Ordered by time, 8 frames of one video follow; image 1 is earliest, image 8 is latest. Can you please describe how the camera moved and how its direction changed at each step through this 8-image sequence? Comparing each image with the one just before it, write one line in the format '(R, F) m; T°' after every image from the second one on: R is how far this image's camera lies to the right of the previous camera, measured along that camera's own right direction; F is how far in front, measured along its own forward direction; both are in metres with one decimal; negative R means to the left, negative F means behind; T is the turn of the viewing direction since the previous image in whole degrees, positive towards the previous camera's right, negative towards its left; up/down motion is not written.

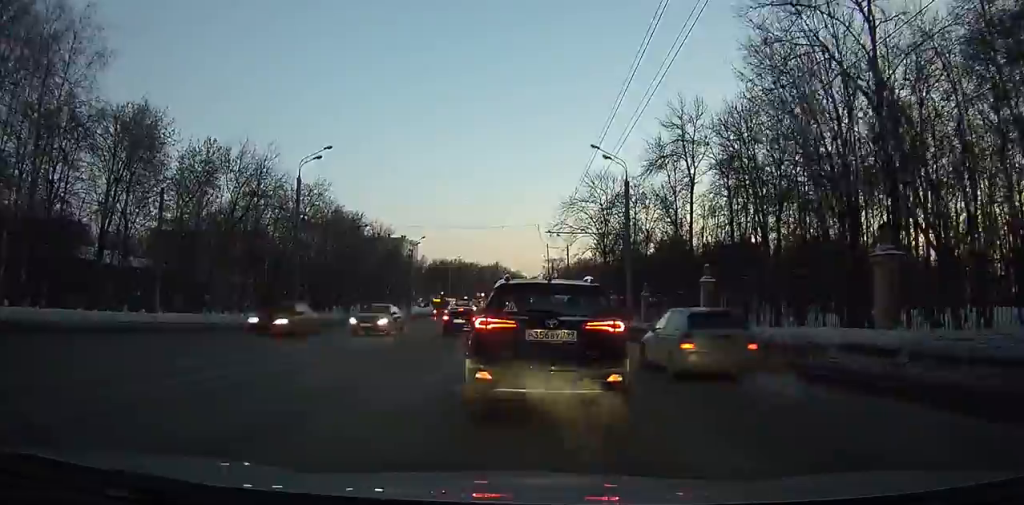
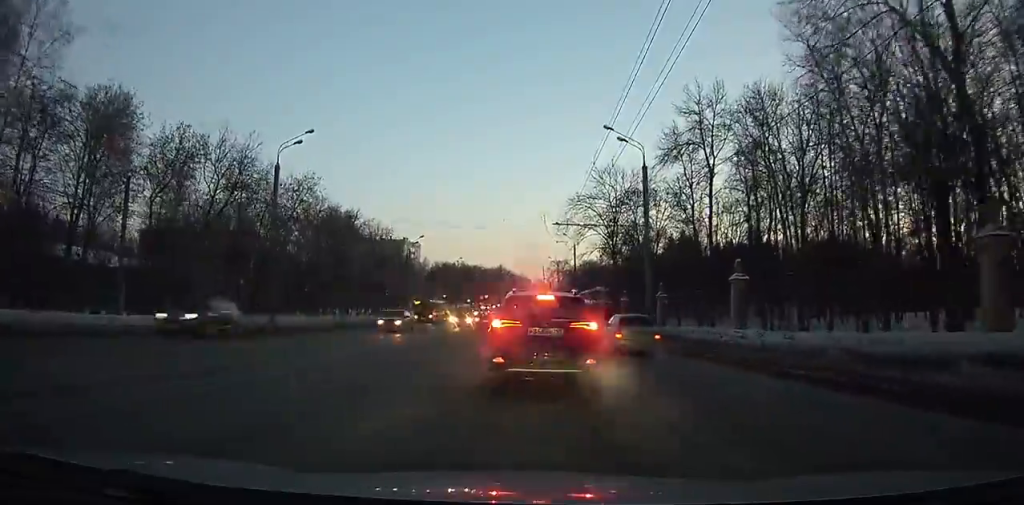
(0.0, +5.3) m; +1°
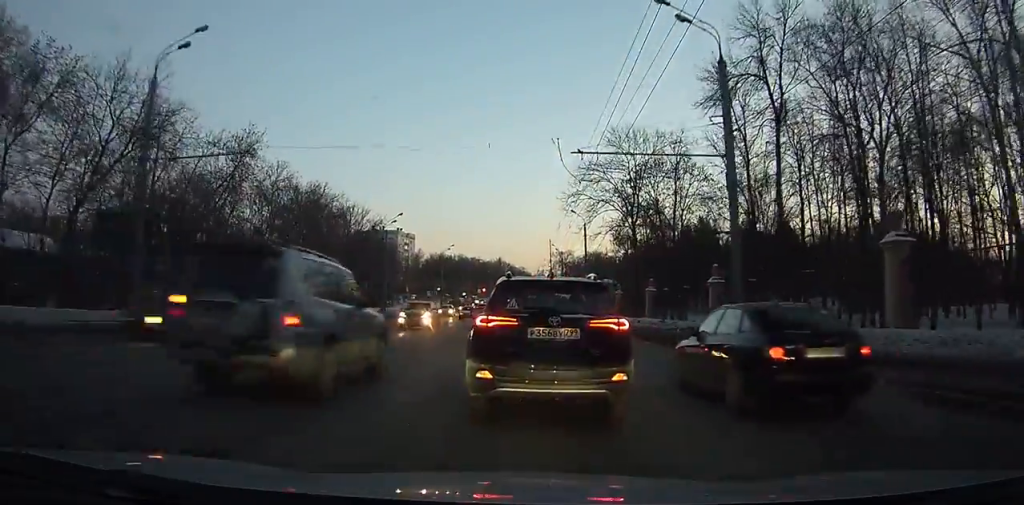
(+0.1, +9.4) m; +2°
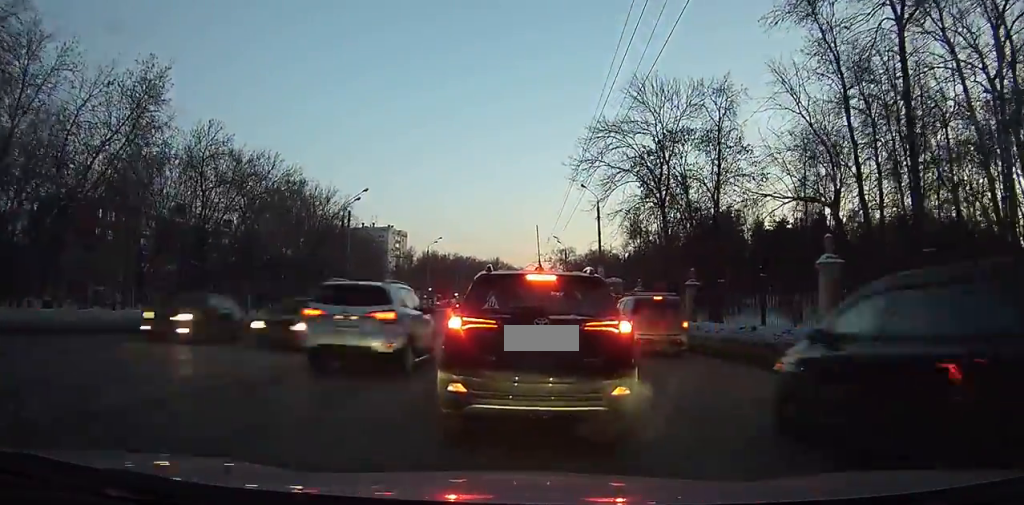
(+0.3, +16.0) m; +2°
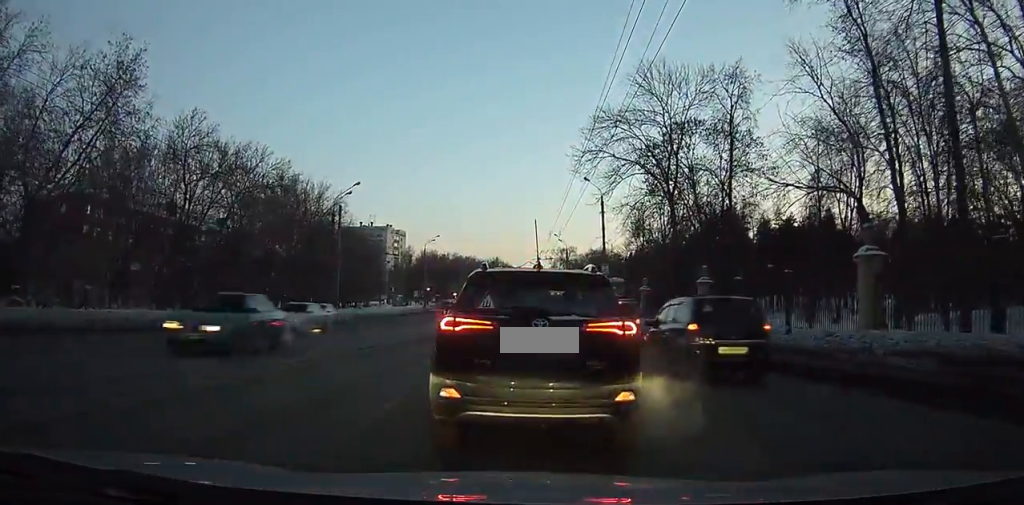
(0.0, +4.2) m; +1°
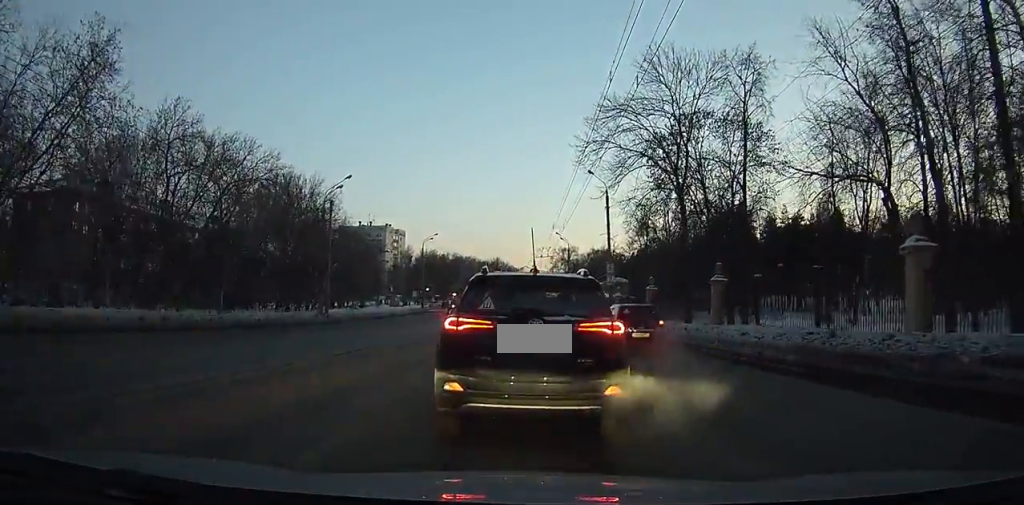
(+0.1, +4.9) m; 0°
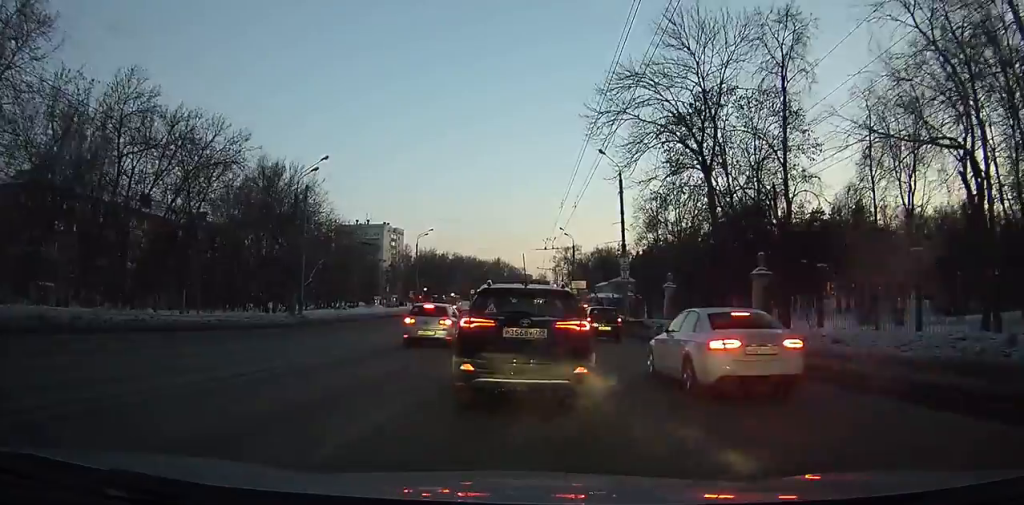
(0.0, +7.8) m; -1°
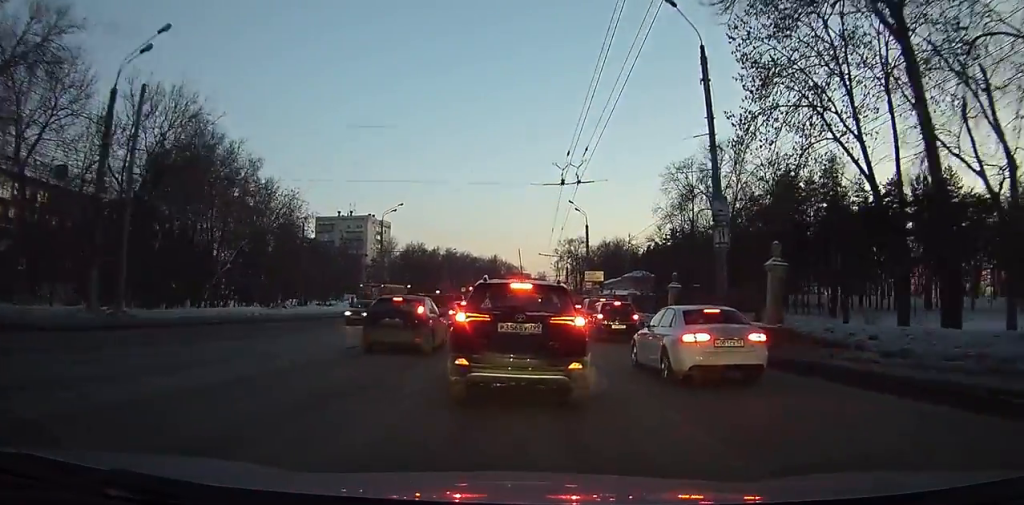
(-0.3, +13.7) m; -2°
